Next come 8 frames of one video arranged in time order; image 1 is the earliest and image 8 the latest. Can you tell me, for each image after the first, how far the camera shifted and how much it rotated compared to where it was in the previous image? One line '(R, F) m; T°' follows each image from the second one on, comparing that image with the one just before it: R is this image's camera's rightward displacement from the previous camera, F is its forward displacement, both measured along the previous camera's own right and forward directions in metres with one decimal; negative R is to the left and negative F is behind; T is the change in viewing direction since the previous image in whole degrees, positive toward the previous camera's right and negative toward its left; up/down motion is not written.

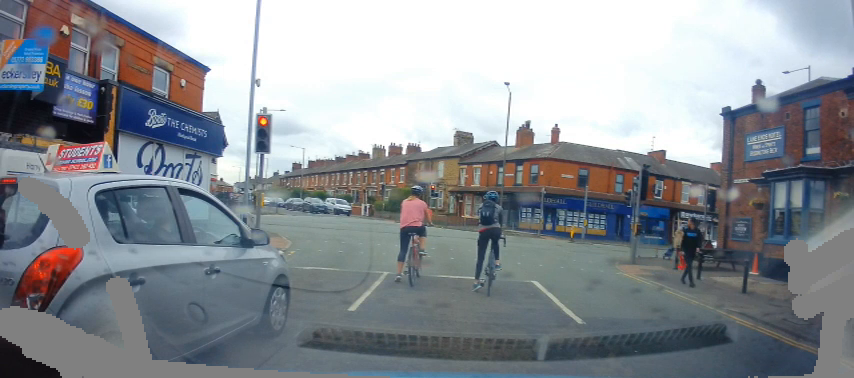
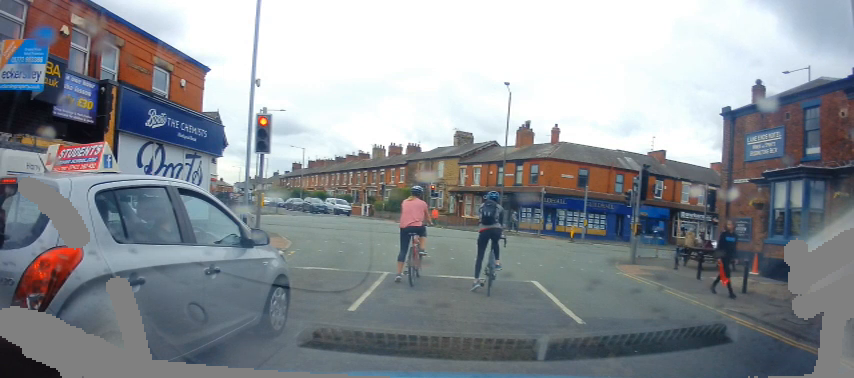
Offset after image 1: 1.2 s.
(0.0, 0.0) m; 0°
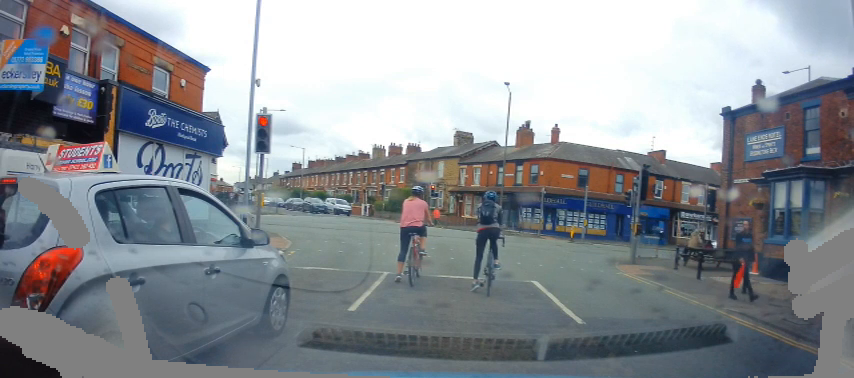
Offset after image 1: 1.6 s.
(0.0, 0.0) m; 0°
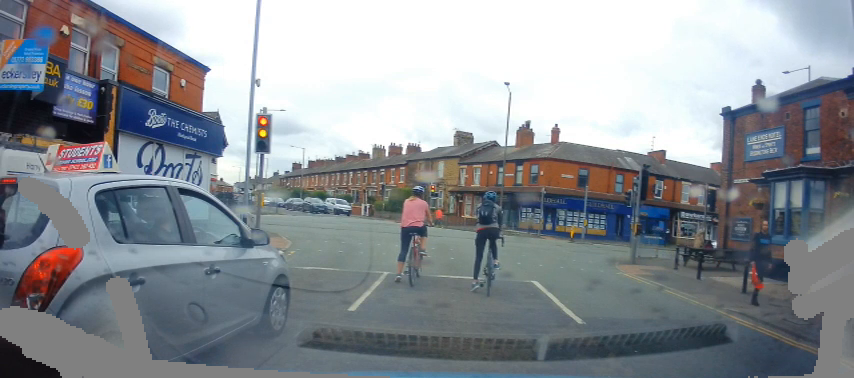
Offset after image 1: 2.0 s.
(0.0, 0.0) m; 0°
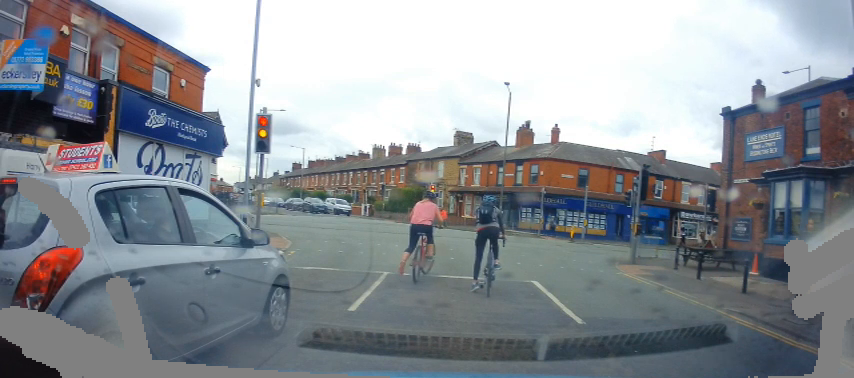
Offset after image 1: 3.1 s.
(0.0, +0.1) m; 0°
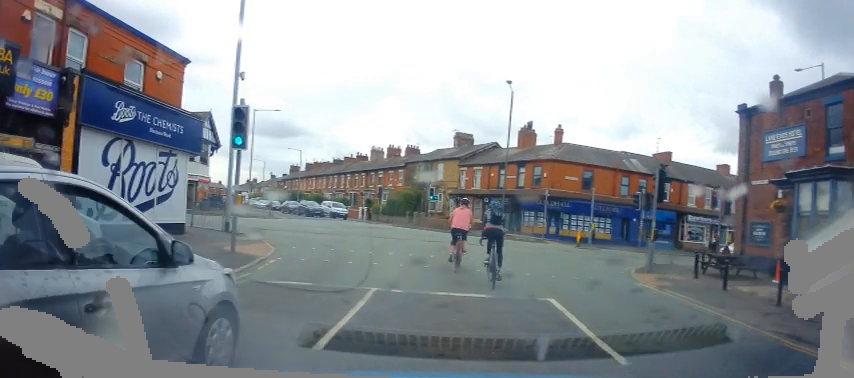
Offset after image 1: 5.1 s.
(-0.2, +1.9) m; -1°
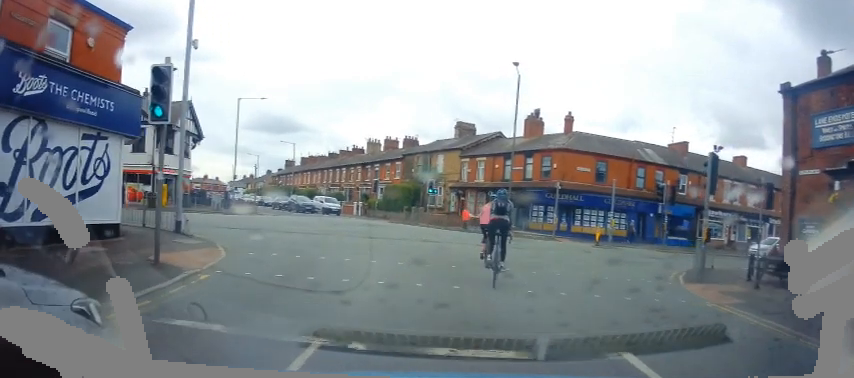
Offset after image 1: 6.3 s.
(-0.1, +3.2) m; -6°
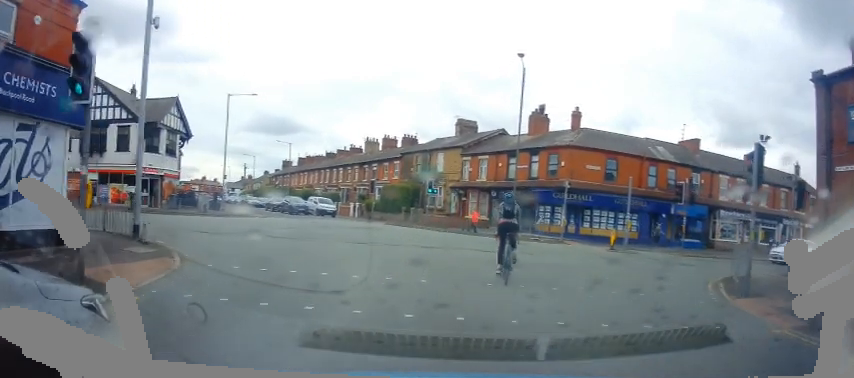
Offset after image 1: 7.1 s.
(-0.1, +2.5) m; -1°
